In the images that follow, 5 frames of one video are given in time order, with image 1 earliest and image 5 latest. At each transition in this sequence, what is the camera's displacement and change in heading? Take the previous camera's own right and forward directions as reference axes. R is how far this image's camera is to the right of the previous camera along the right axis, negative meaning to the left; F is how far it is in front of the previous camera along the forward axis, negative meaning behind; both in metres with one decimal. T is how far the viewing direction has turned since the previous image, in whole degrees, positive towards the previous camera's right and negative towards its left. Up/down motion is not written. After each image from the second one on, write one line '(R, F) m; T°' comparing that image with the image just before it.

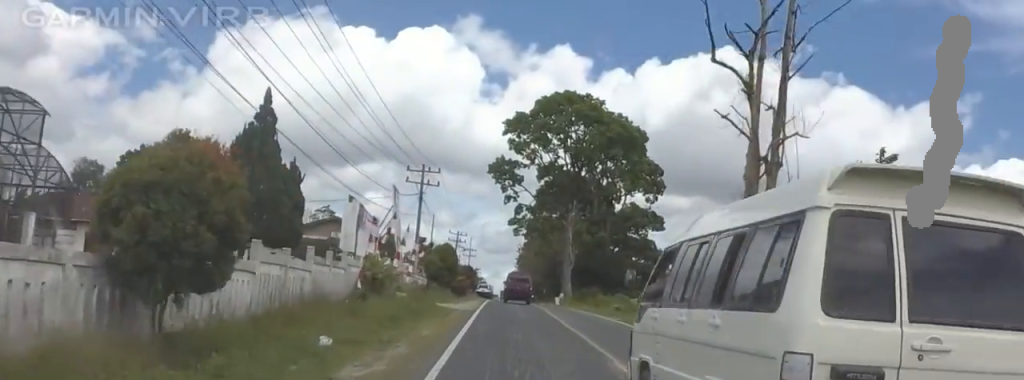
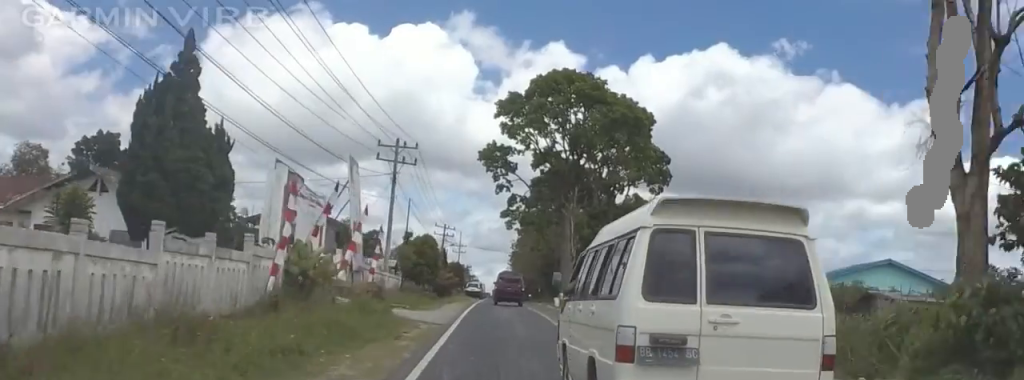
(+0.9, +11.0) m; 0°
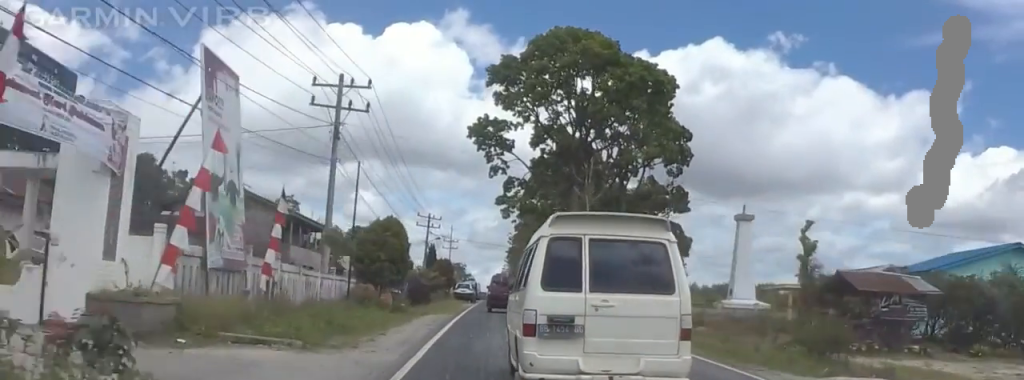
(-1.0, +16.1) m; 0°
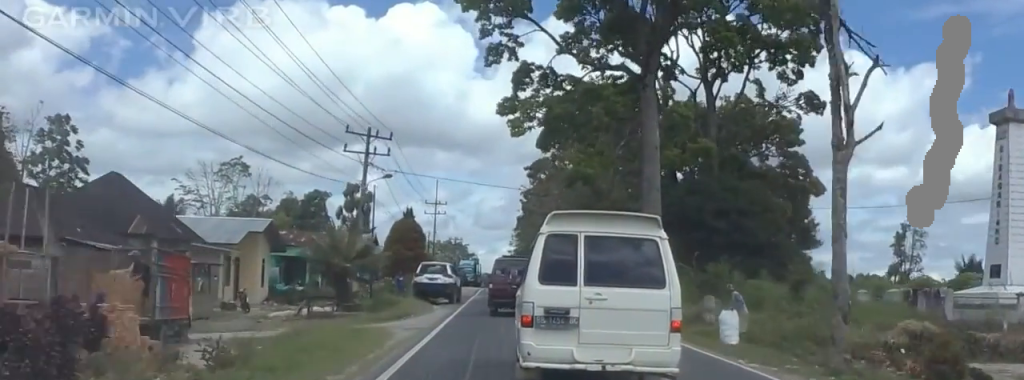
(+0.9, +38.9) m; +2°
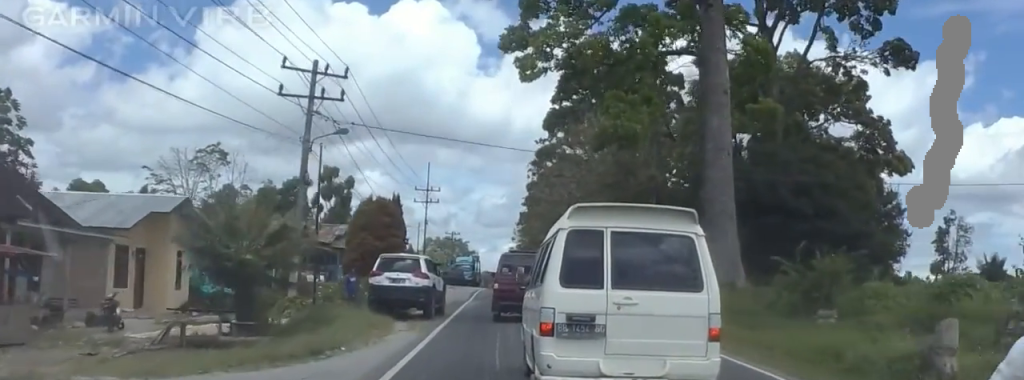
(-0.4, +11.2) m; -5°
